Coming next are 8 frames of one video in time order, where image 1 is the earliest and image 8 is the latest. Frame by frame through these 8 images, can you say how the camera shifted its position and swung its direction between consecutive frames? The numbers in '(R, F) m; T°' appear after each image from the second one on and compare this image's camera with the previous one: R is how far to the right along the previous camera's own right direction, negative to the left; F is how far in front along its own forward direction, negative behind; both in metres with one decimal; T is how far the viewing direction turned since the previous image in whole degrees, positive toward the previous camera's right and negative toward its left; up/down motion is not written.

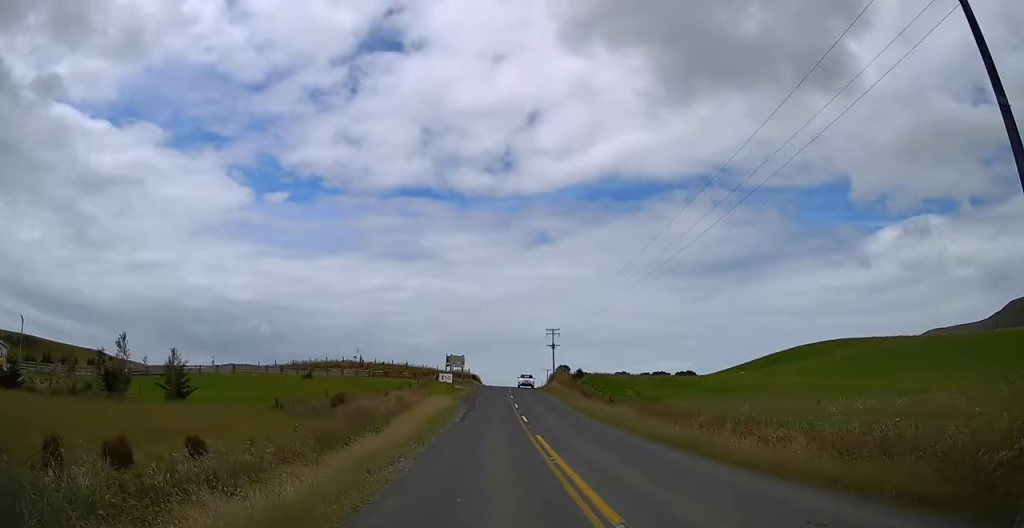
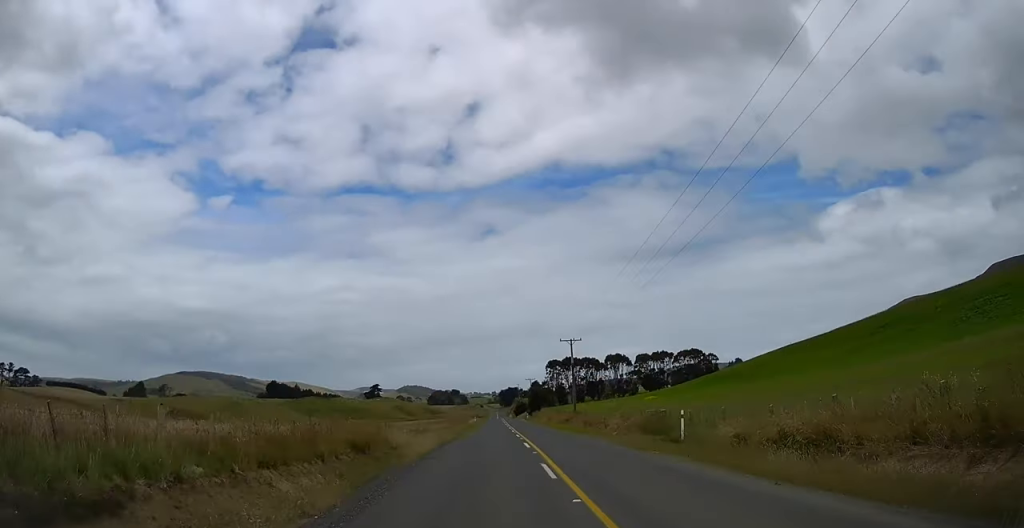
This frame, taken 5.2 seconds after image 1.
(+2.2, +108.7) m; +2°
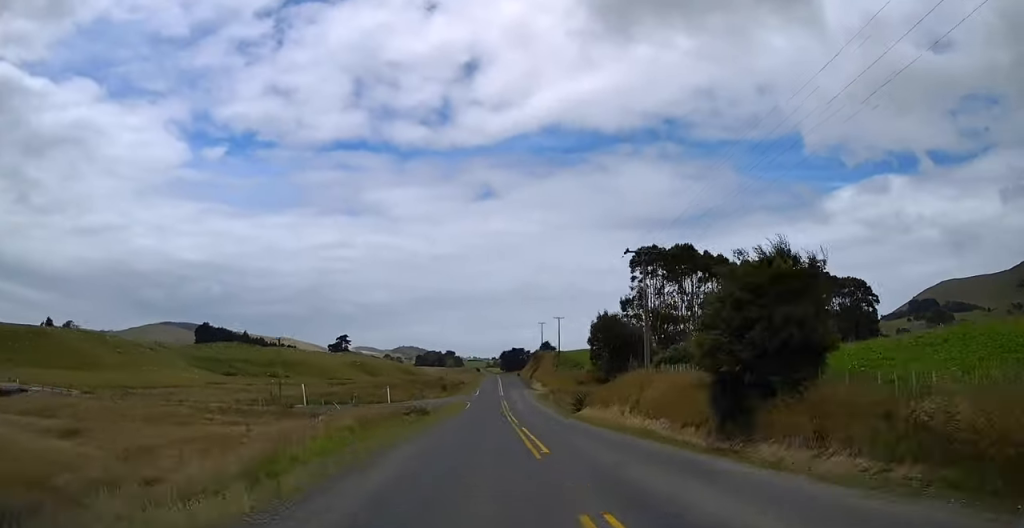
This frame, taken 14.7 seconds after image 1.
(+4.1, +193.9) m; +1°
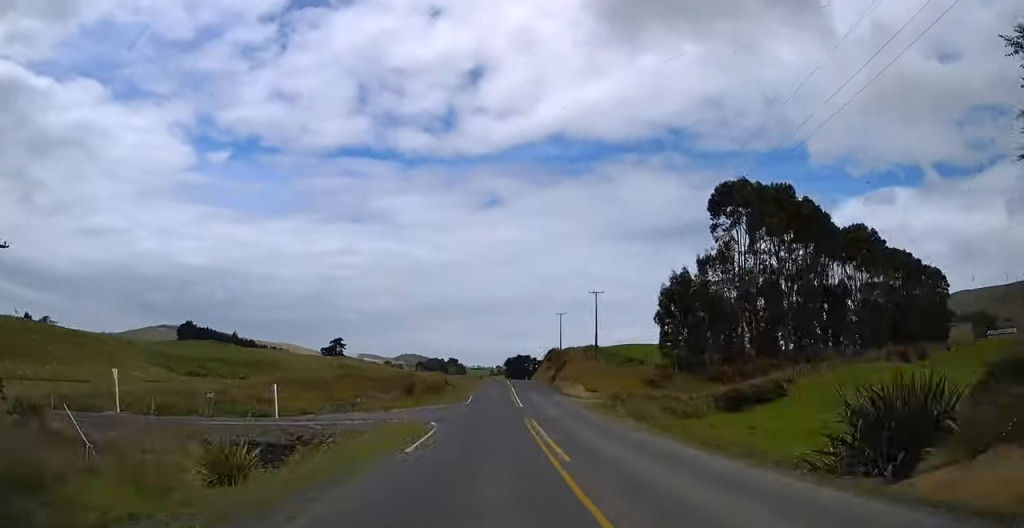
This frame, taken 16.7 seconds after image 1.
(-0.3, +42.3) m; 0°
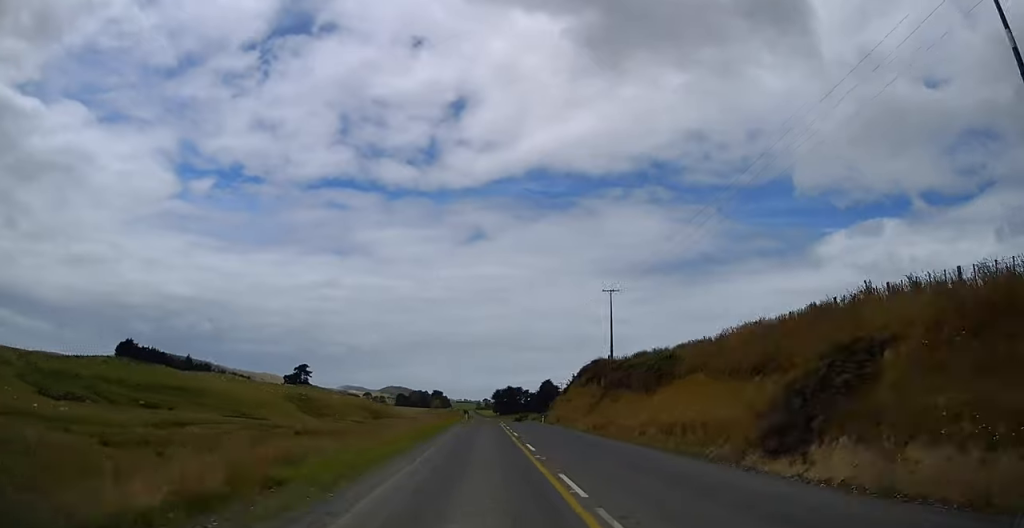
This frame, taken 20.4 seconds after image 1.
(-0.4, +80.3) m; 0°
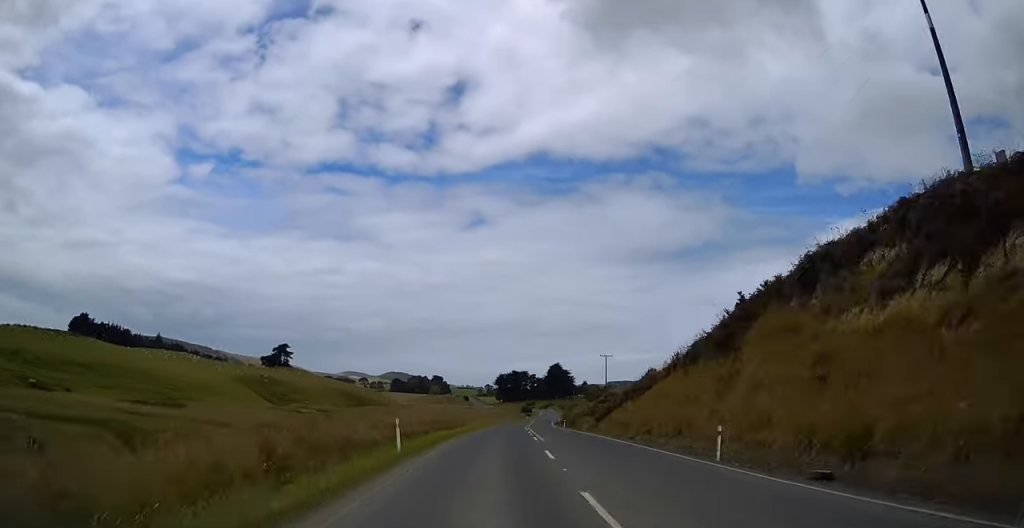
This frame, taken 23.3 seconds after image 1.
(-0.3, +64.4) m; +2°
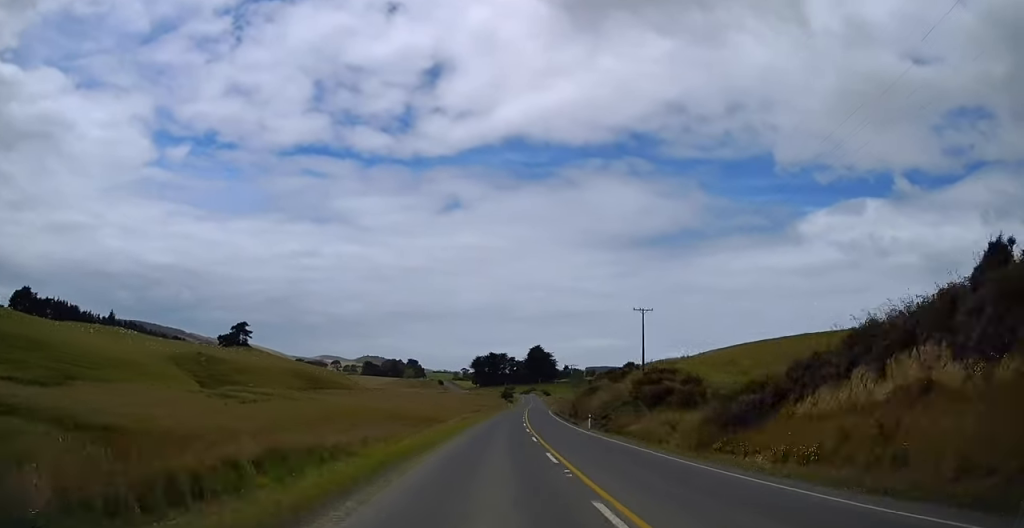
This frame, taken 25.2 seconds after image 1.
(+1.3, +42.1) m; +1°
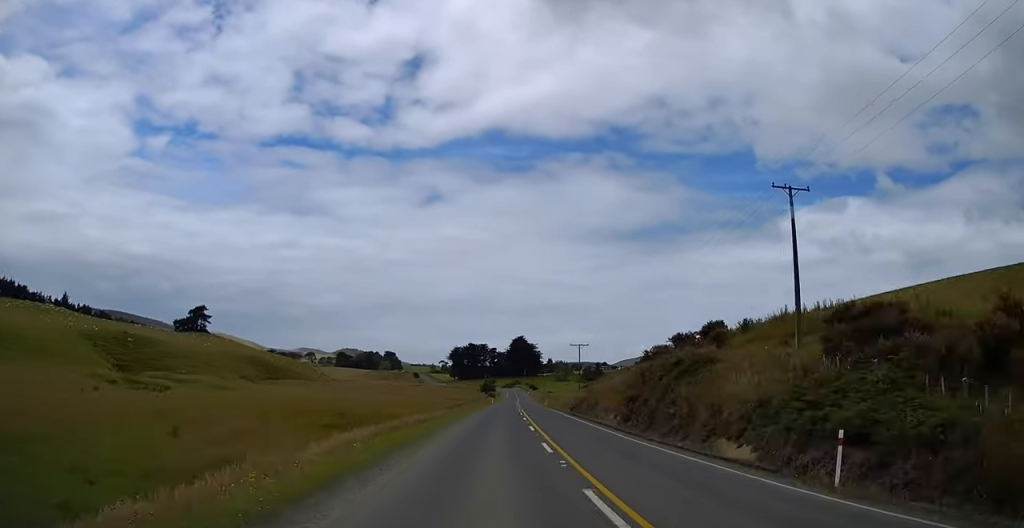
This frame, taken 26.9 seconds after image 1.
(+0.3, +39.2) m; +1°
